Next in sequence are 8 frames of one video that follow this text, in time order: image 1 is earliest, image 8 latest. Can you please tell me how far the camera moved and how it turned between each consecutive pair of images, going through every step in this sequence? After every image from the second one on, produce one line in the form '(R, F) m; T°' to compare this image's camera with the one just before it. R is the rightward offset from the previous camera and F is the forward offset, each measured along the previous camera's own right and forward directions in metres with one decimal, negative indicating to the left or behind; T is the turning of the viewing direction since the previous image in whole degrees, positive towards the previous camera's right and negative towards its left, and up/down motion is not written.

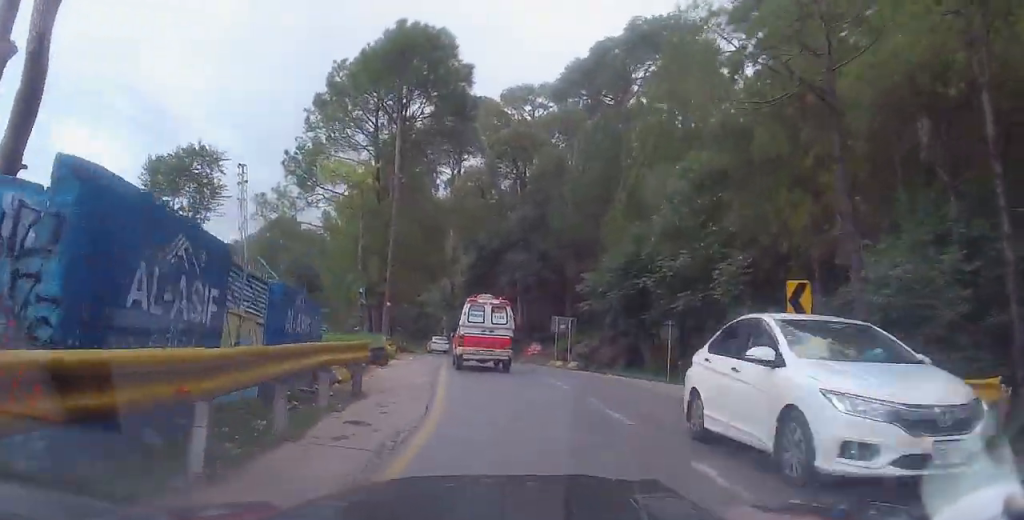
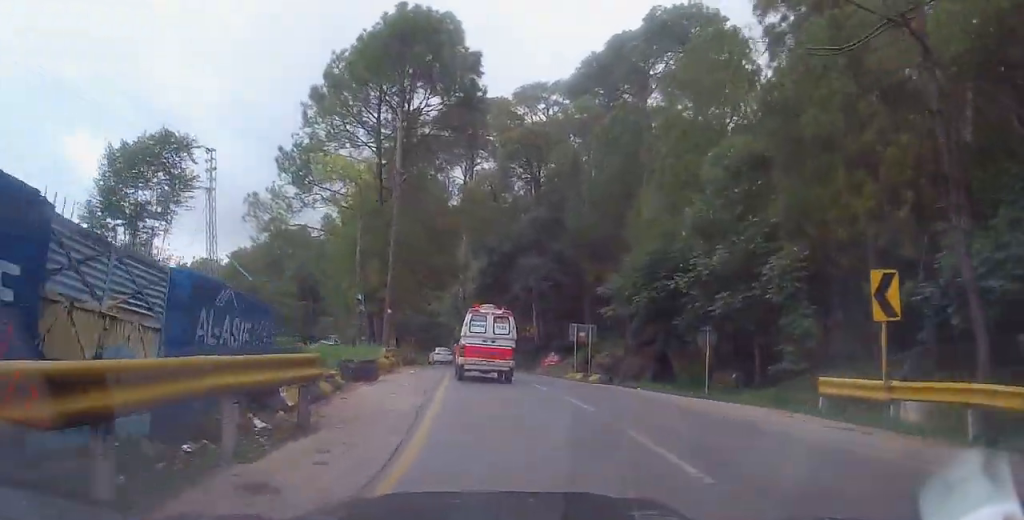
(+0.2, +3.3) m; -1°
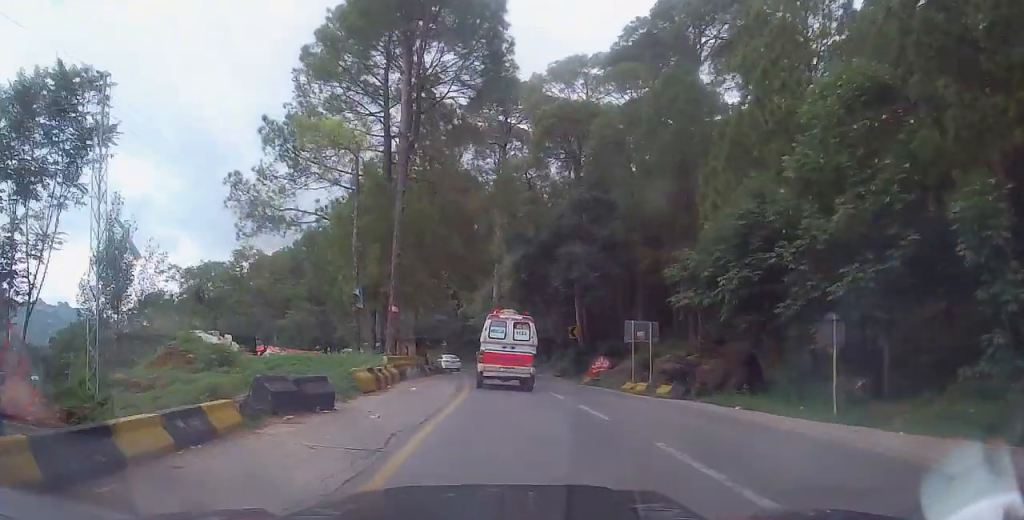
(-0.5, +6.9) m; -5°
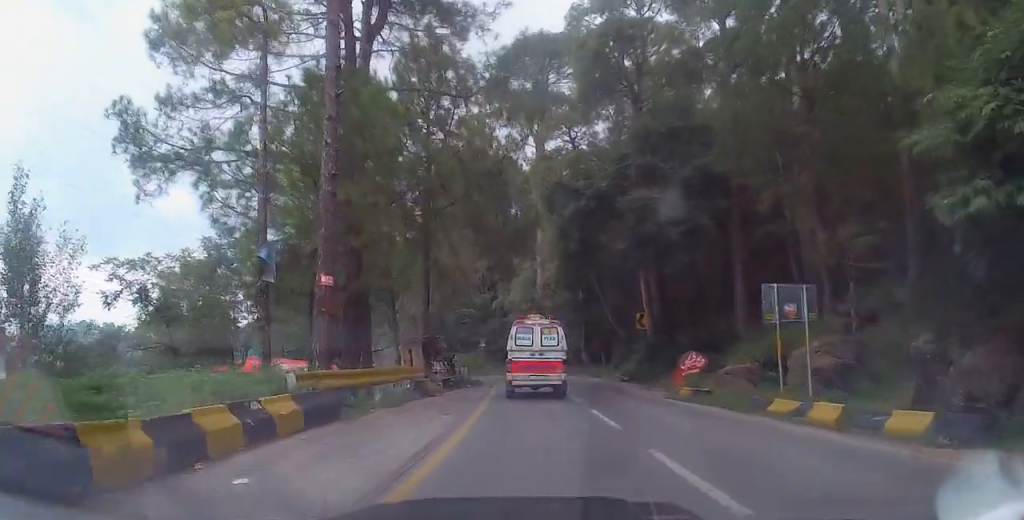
(-0.7, +11.9) m; -6°
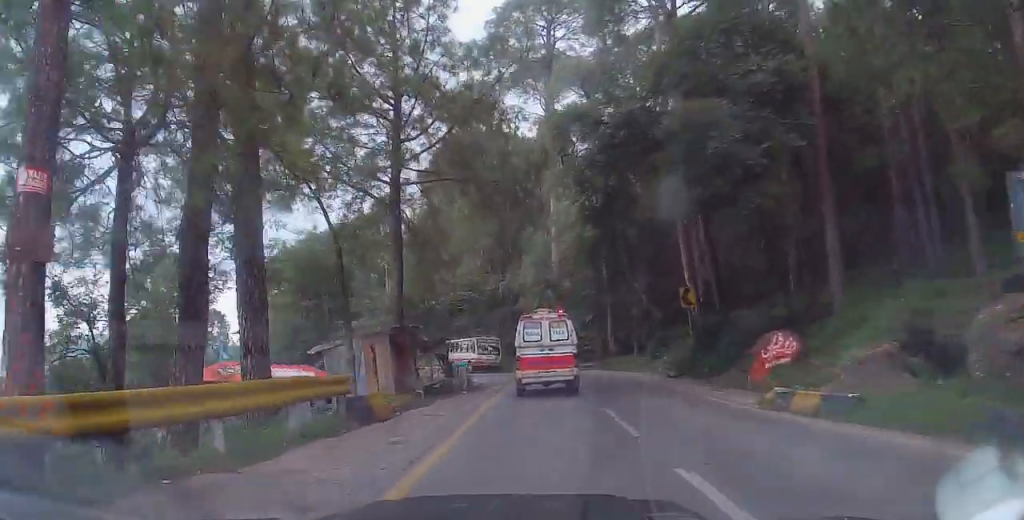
(-0.3, +8.1) m; +1°
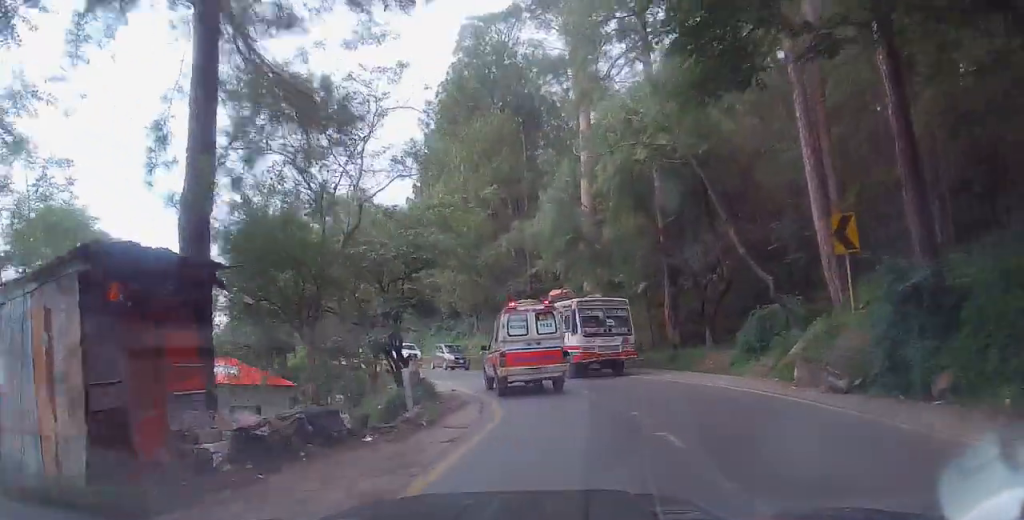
(0.0, +14.0) m; -3°
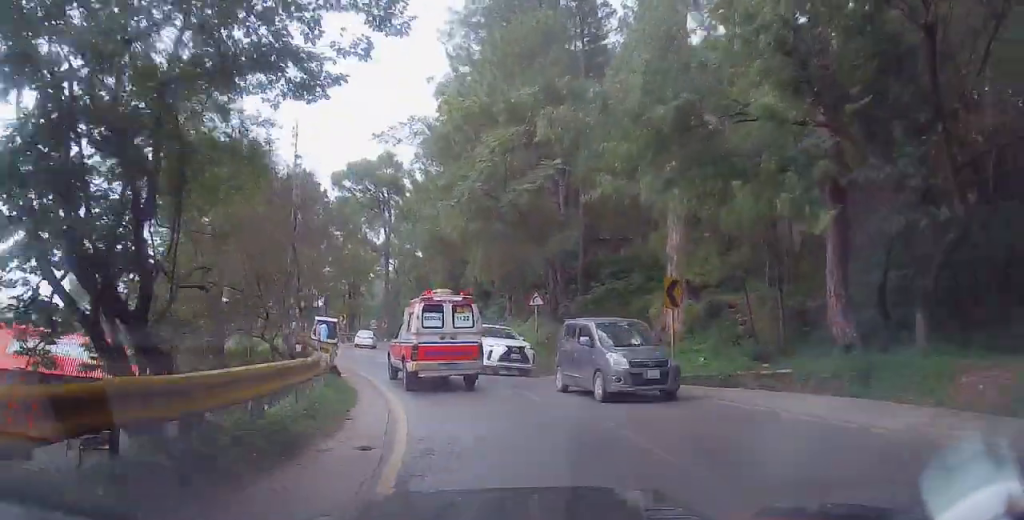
(-0.4, +13.0) m; -4°
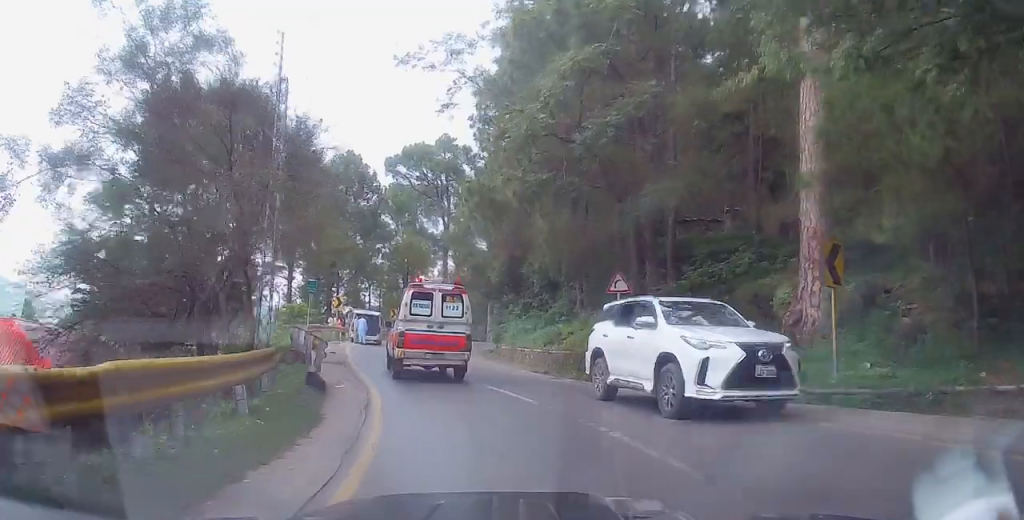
(-0.2, +6.5) m; -4°
